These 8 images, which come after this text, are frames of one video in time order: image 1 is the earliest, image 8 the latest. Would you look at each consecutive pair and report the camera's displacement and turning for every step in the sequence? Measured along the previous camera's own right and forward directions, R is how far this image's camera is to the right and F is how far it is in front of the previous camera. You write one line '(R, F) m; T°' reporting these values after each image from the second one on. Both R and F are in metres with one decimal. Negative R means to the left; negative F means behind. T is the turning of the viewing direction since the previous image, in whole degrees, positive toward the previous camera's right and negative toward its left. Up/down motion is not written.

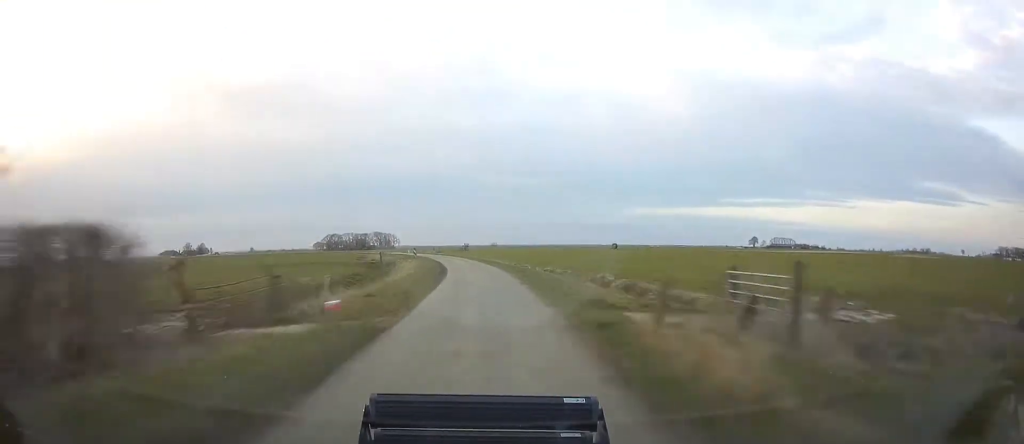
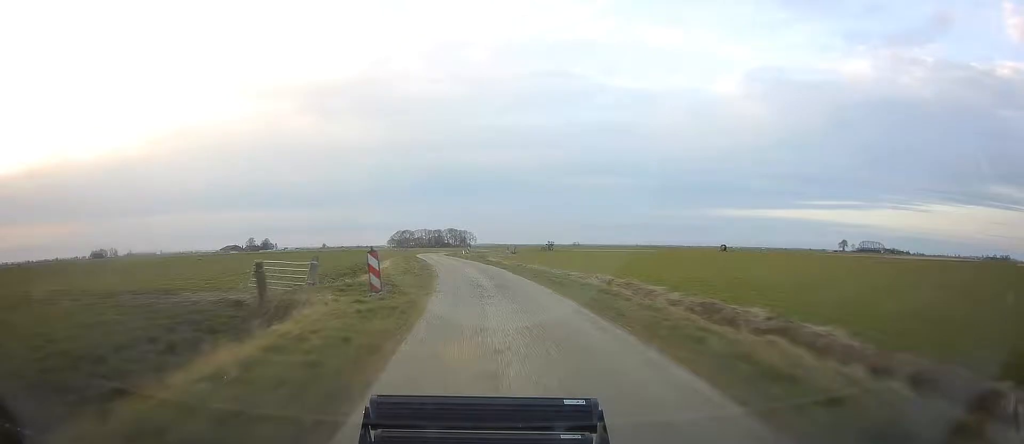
(-2.1, +45.0) m; -6°
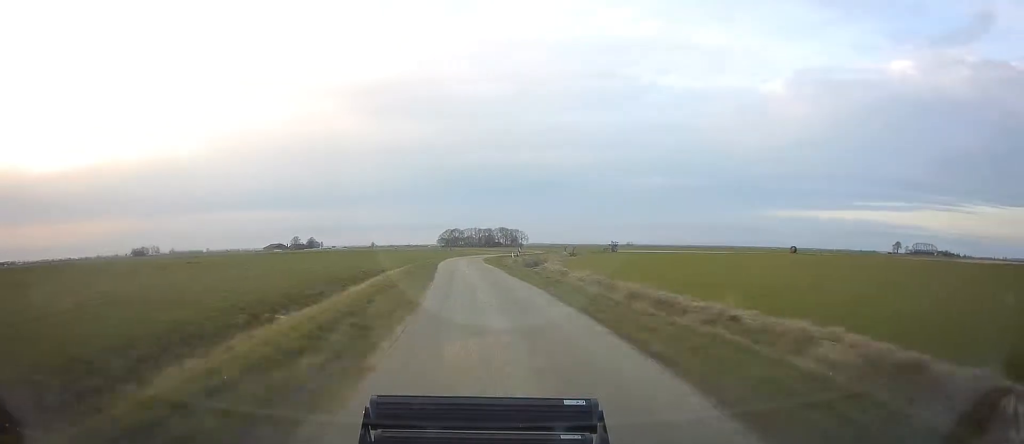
(-0.2, +19.4) m; -3°
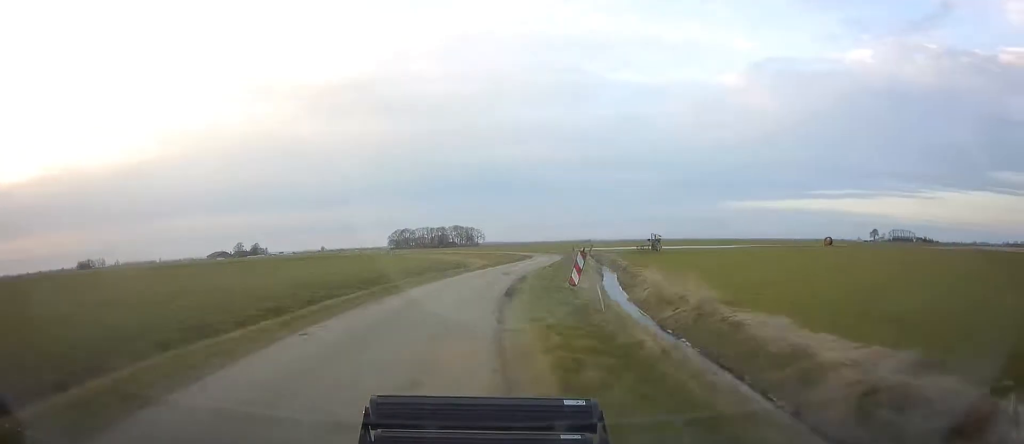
(-1.7, +52.0) m; +1°
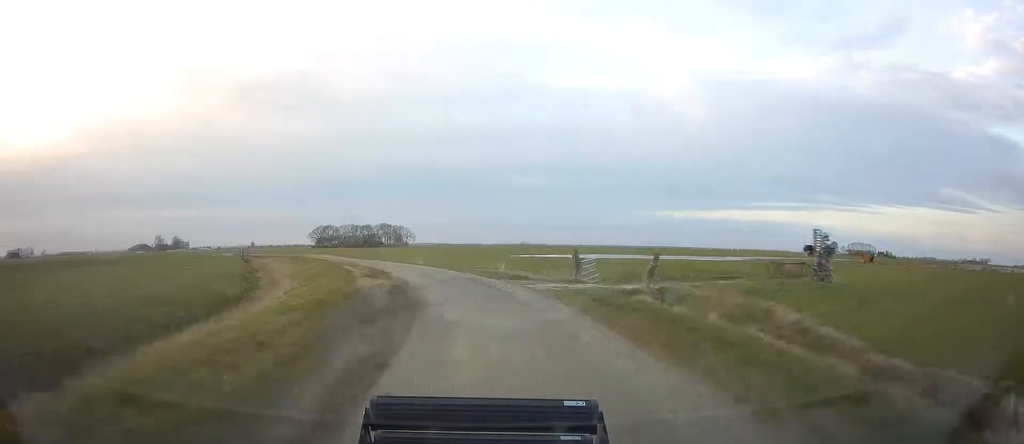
(+3.9, +51.9) m; +2°
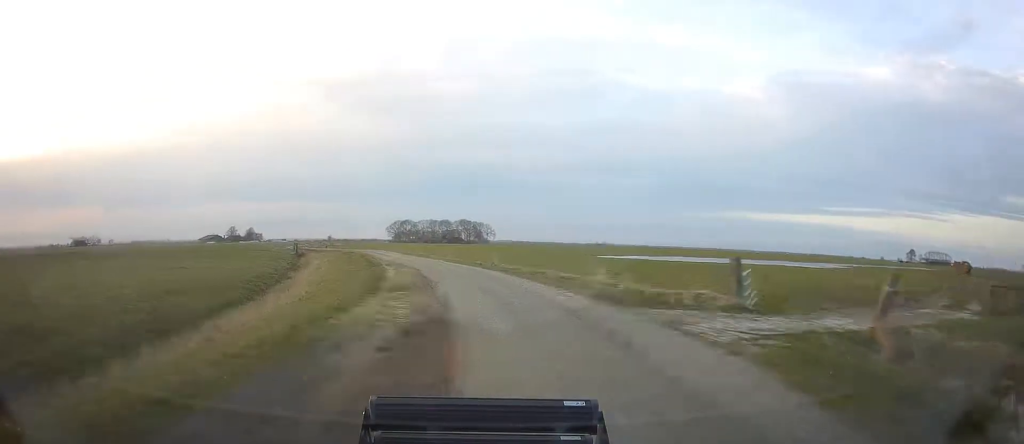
(-0.3, +9.7) m; -3°
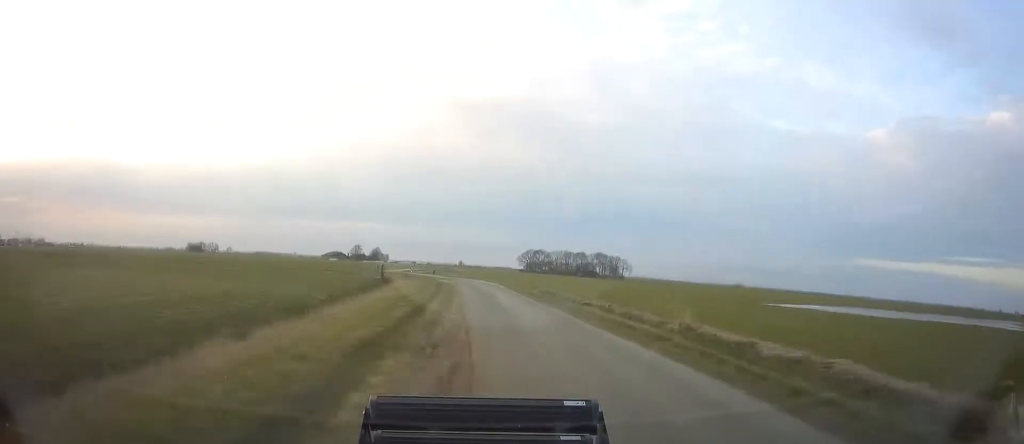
(-1.6, +20.7) m; -8°
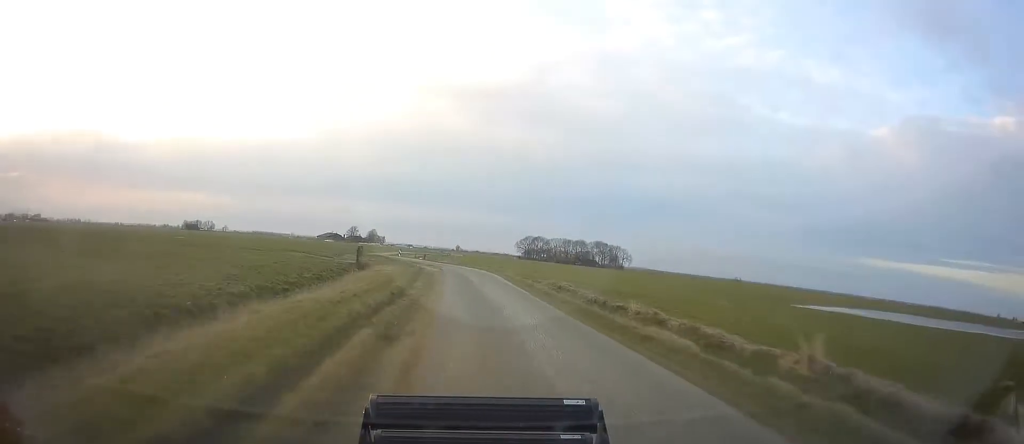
(-0.5, +10.0) m; -3°
